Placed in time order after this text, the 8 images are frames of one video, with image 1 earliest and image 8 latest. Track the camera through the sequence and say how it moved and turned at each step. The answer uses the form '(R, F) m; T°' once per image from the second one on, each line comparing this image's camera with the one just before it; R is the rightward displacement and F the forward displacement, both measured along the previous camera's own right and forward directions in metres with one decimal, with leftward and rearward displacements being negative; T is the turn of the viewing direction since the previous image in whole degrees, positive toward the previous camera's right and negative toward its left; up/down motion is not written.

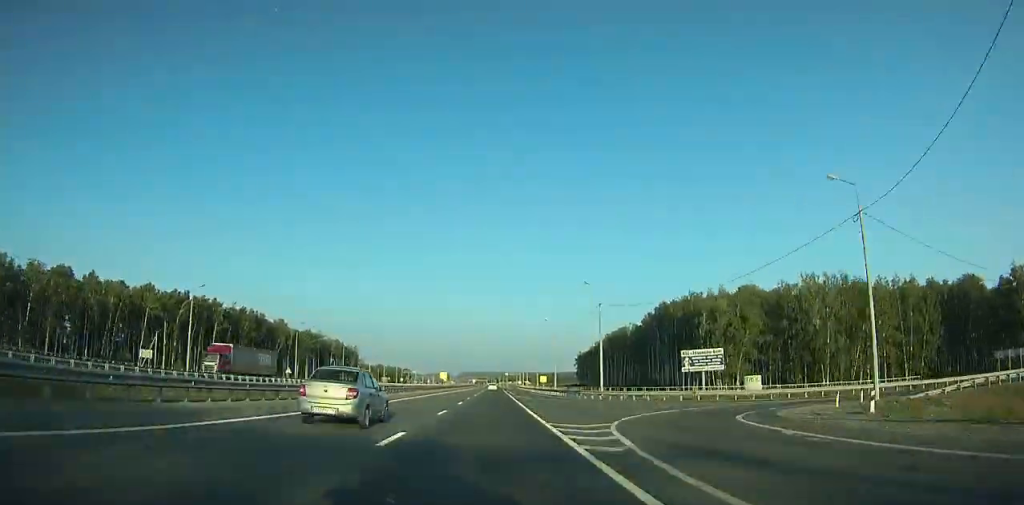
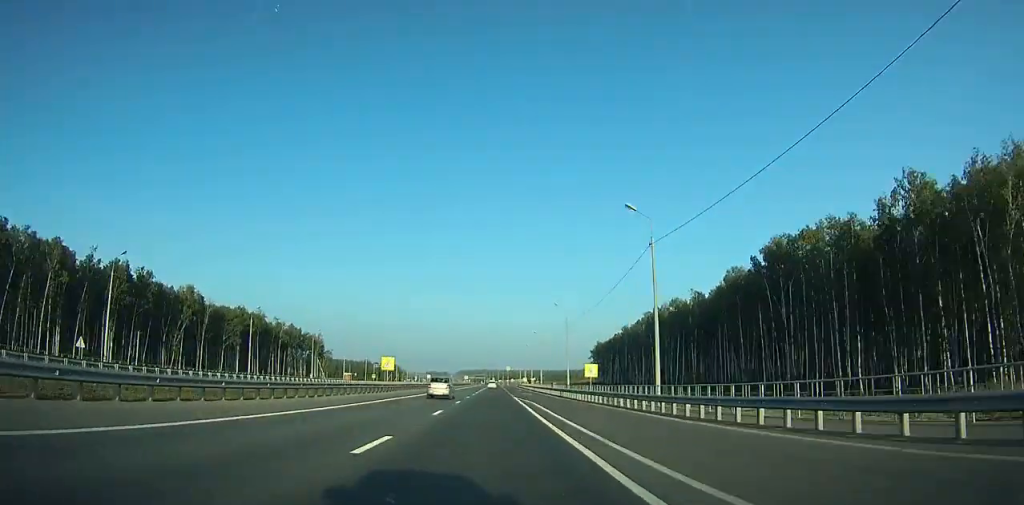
(-0.7, +60.8) m; 0°
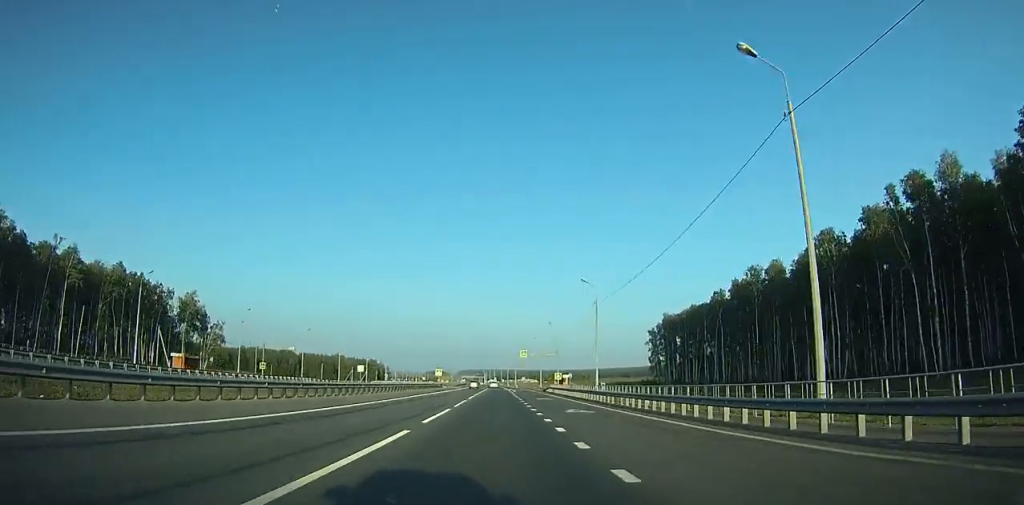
(+0.4, +107.9) m; 0°
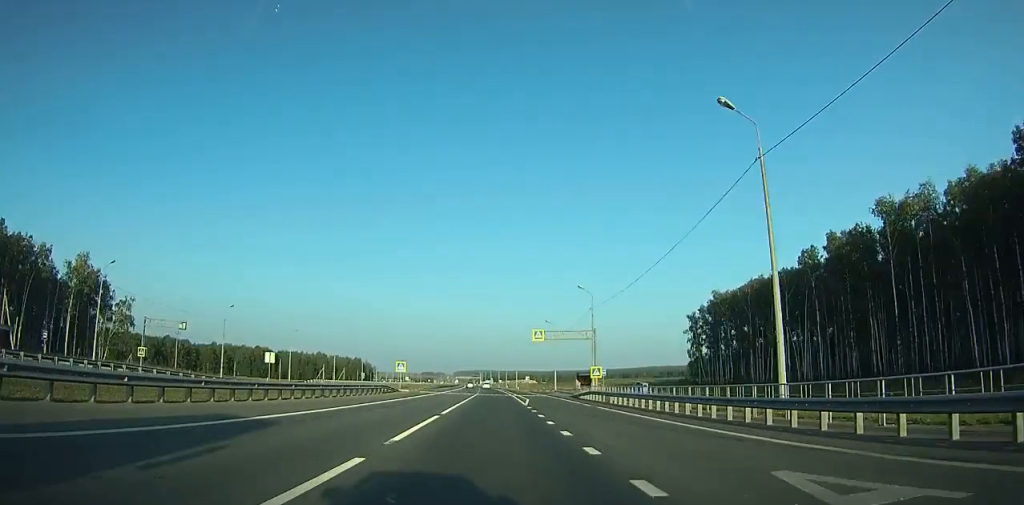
(-0.1, +40.8) m; 0°
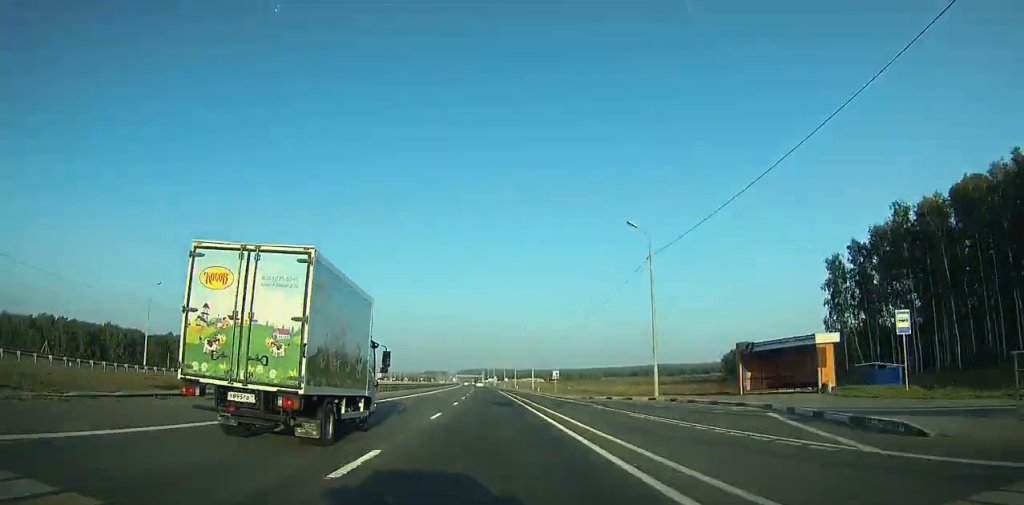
(-0.2, +62.2) m; 0°
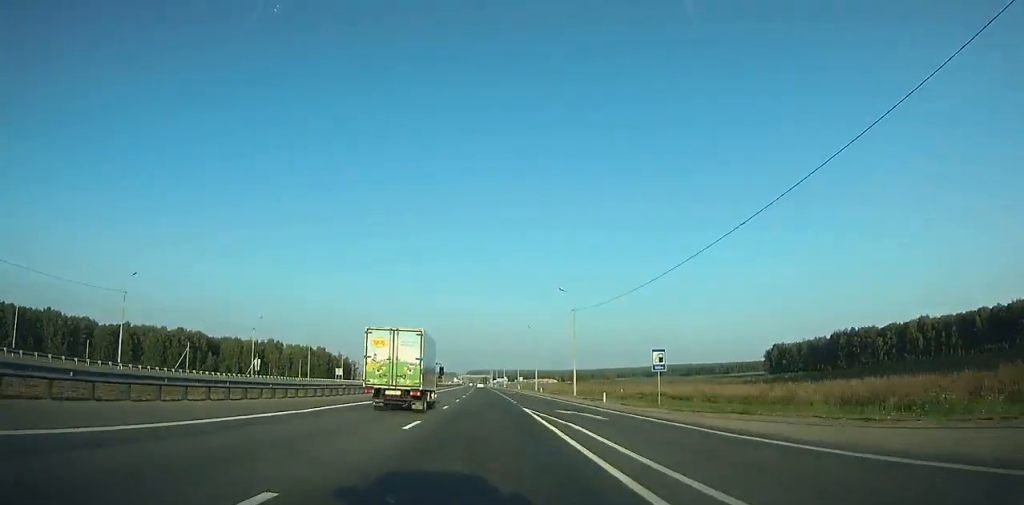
(+0.1, +51.6) m; 0°
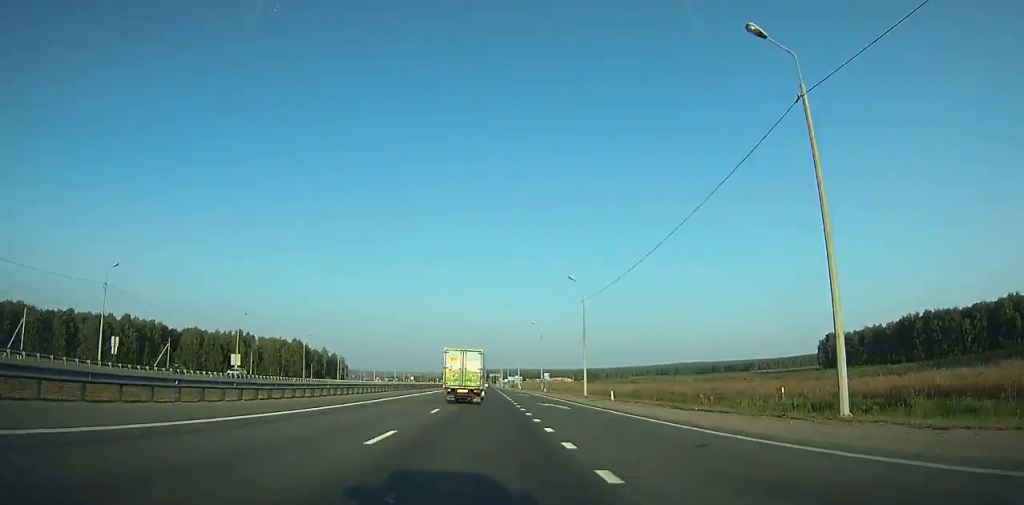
(-0.2, +49.6) m; -1°
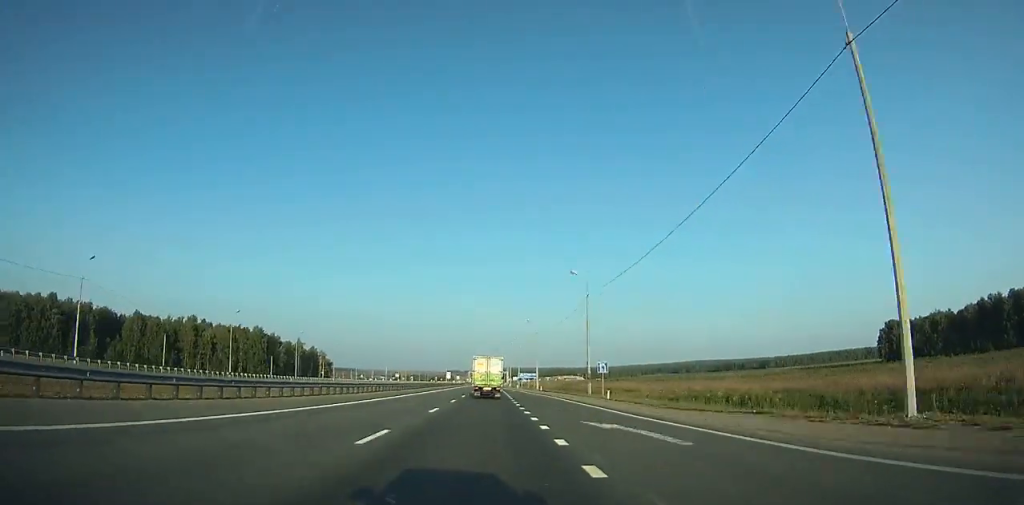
(-0.5, +47.4) m; -1°
